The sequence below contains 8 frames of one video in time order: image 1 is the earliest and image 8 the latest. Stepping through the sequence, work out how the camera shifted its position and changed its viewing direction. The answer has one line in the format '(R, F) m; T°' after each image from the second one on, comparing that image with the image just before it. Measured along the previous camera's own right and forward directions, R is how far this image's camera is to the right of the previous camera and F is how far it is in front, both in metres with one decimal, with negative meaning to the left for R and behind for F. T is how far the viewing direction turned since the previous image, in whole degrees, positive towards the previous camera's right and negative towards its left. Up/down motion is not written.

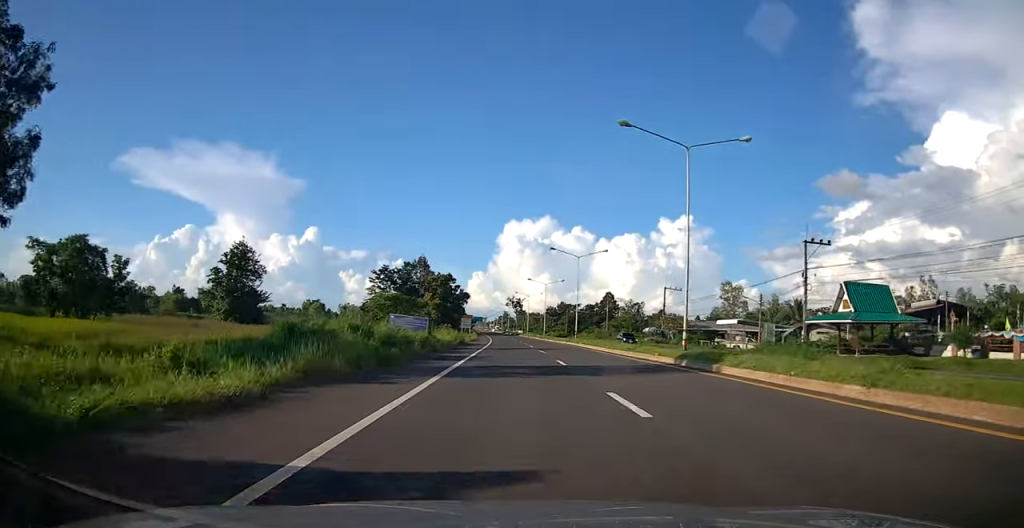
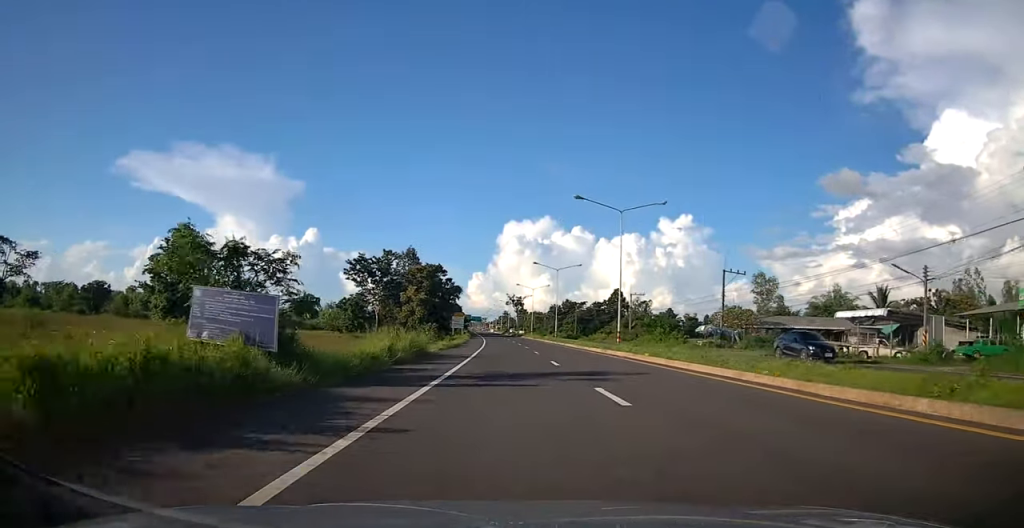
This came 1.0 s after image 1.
(+0.8, +22.9) m; 0°
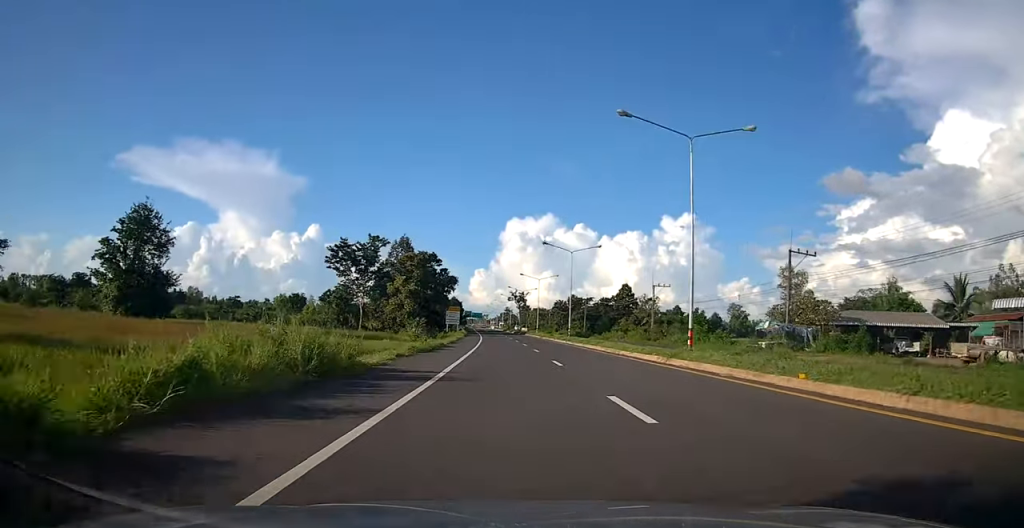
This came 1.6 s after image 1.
(-0.4, +14.0) m; -1°
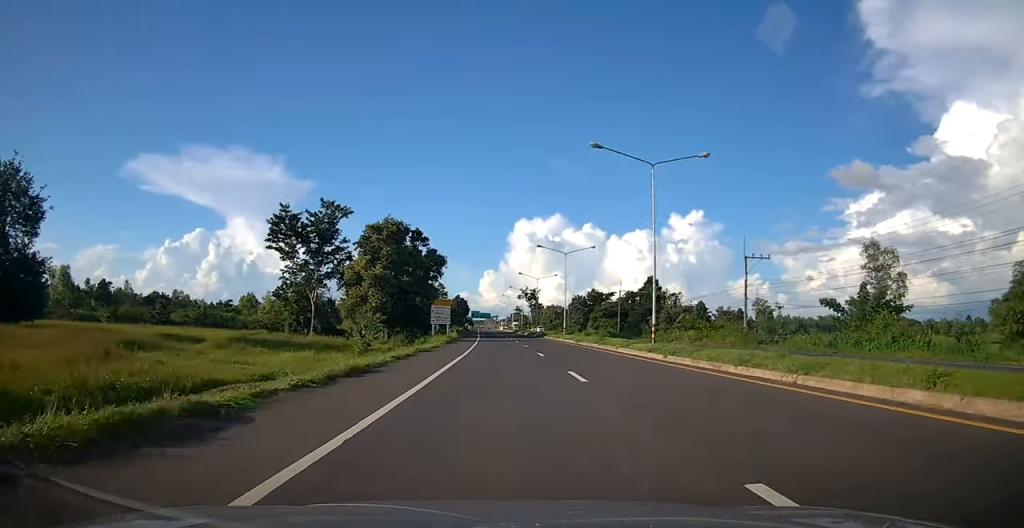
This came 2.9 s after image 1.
(-0.5, +30.3) m; -1°
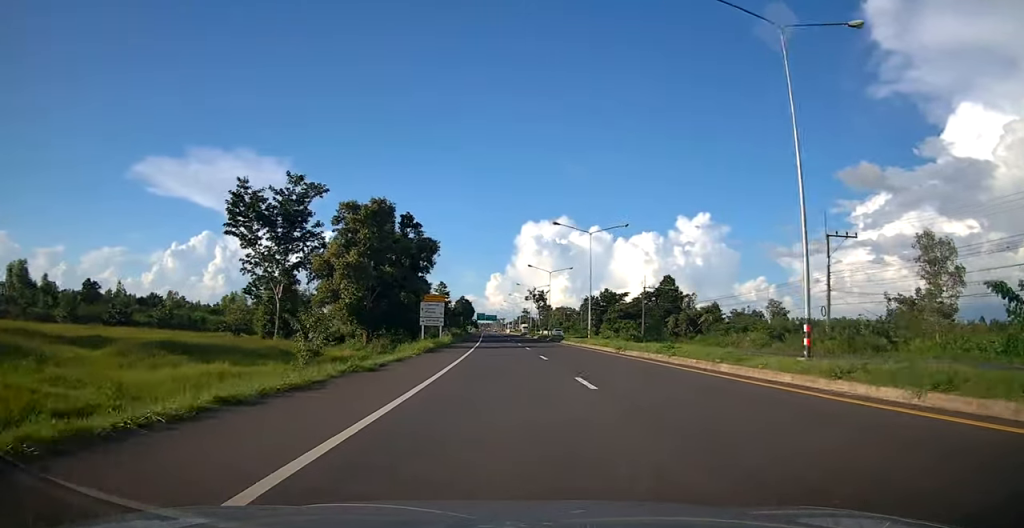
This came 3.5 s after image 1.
(0.0, +13.6) m; 0°
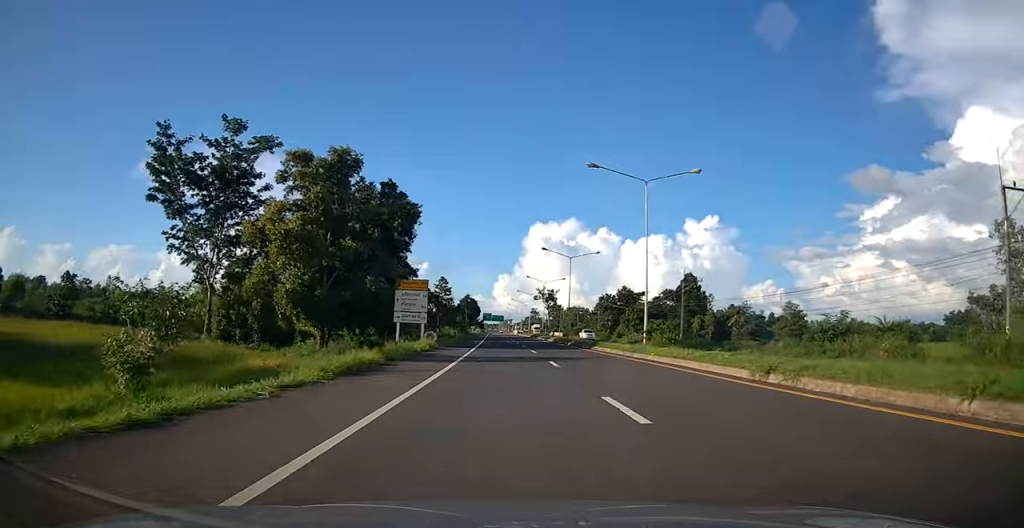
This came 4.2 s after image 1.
(0.0, +16.3) m; 0°
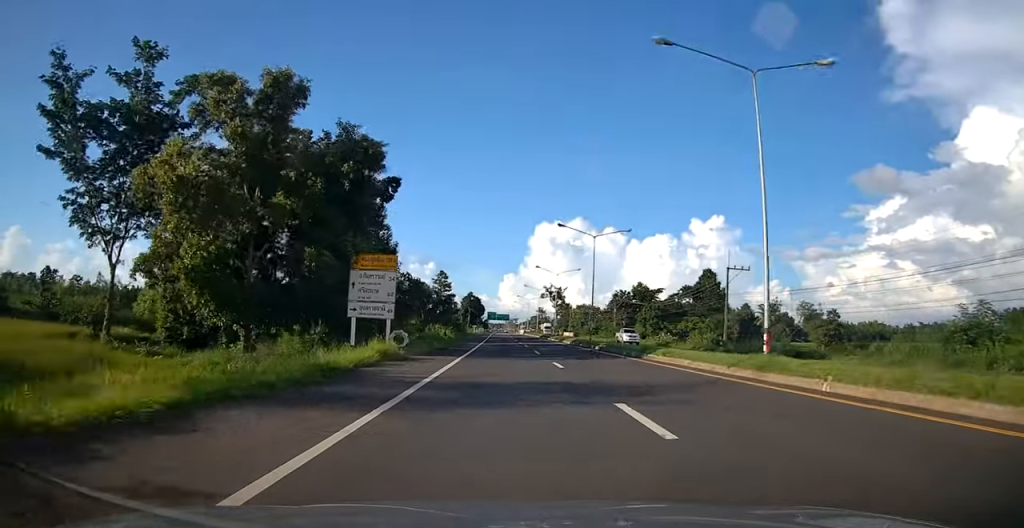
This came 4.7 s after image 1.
(+0.1, +13.2) m; 0°
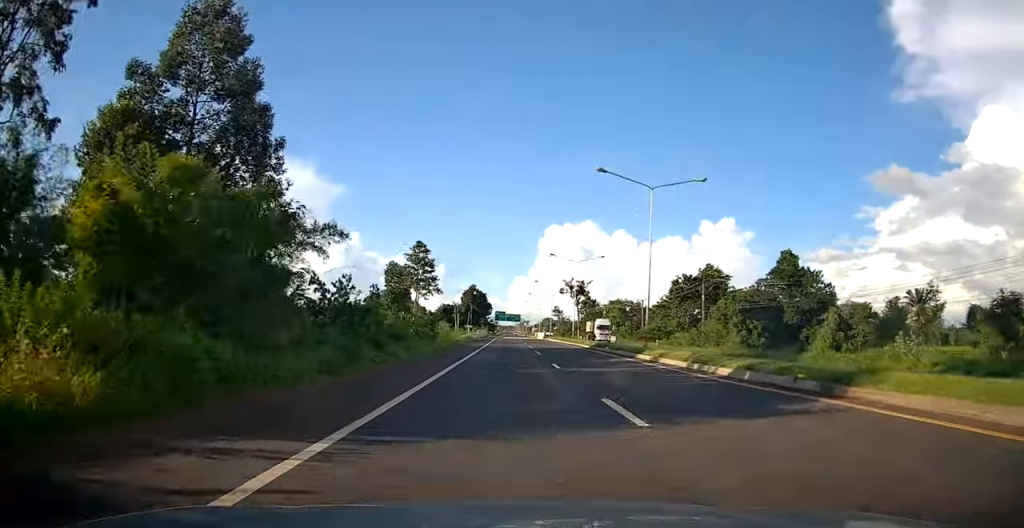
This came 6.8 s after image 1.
(-1.3, +46.9) m; -2°
